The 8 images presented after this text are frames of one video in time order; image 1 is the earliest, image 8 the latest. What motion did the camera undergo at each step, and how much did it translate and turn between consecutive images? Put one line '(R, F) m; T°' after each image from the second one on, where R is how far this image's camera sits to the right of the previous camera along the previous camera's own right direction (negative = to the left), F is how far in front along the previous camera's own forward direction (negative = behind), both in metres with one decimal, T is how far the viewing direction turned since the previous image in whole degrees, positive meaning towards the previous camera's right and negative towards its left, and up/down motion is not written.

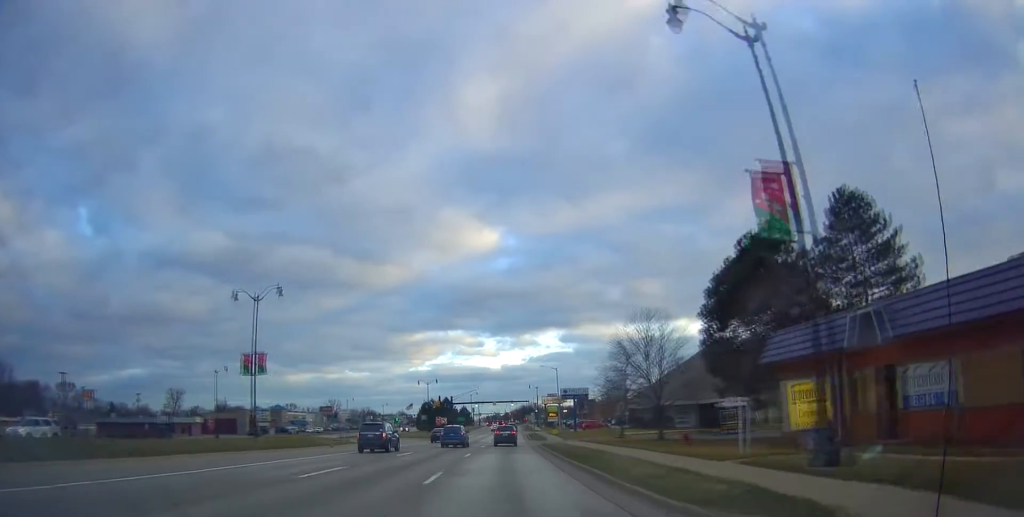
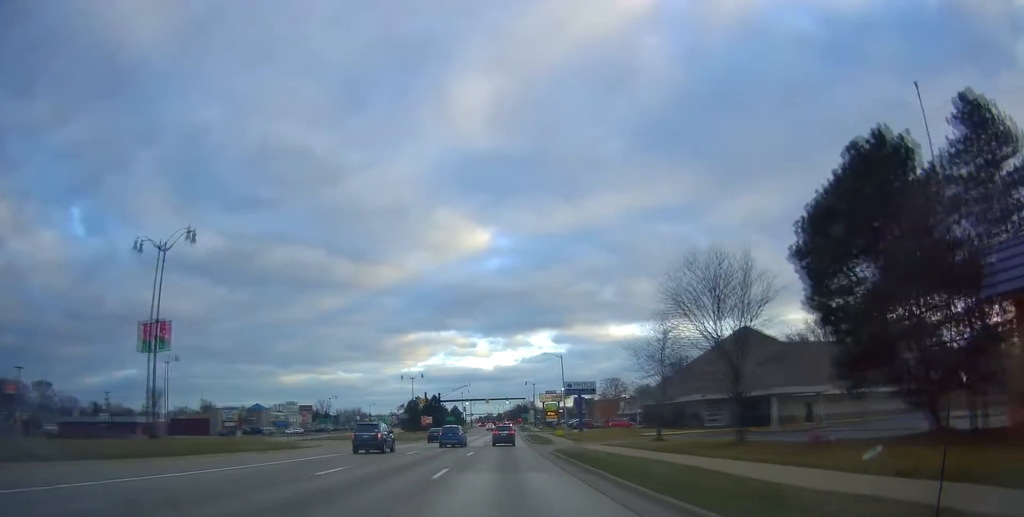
(0.0, +13.3) m; 0°
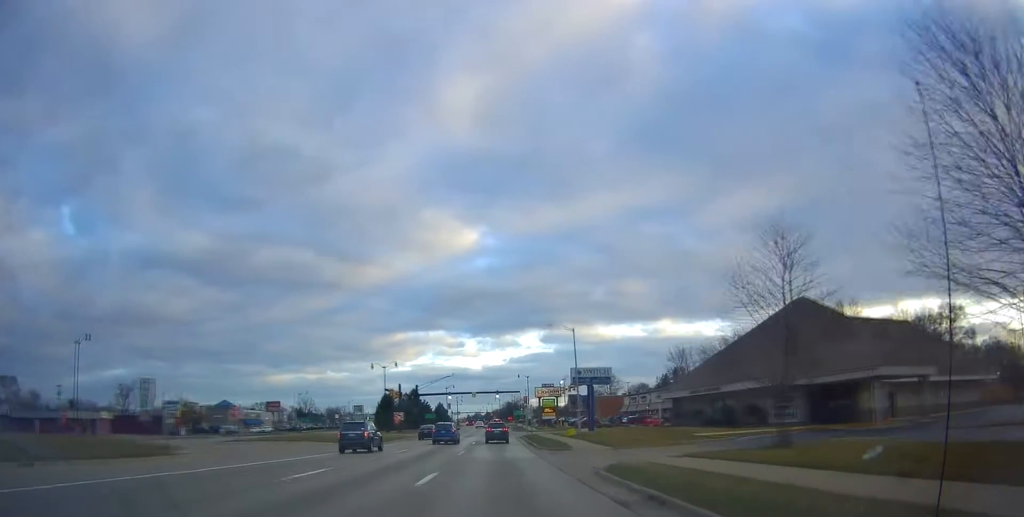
(+0.1, +18.1) m; +1°
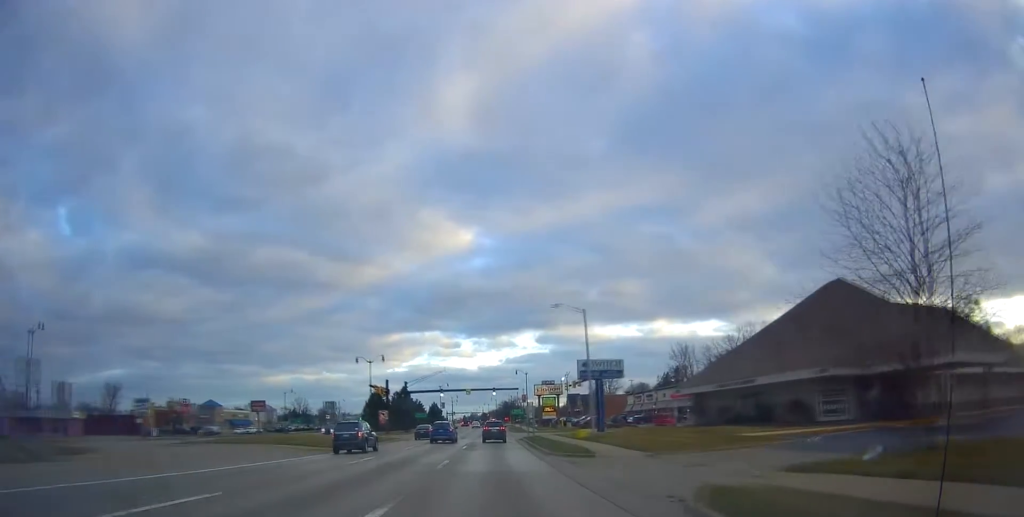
(+0.2, +7.9) m; 0°
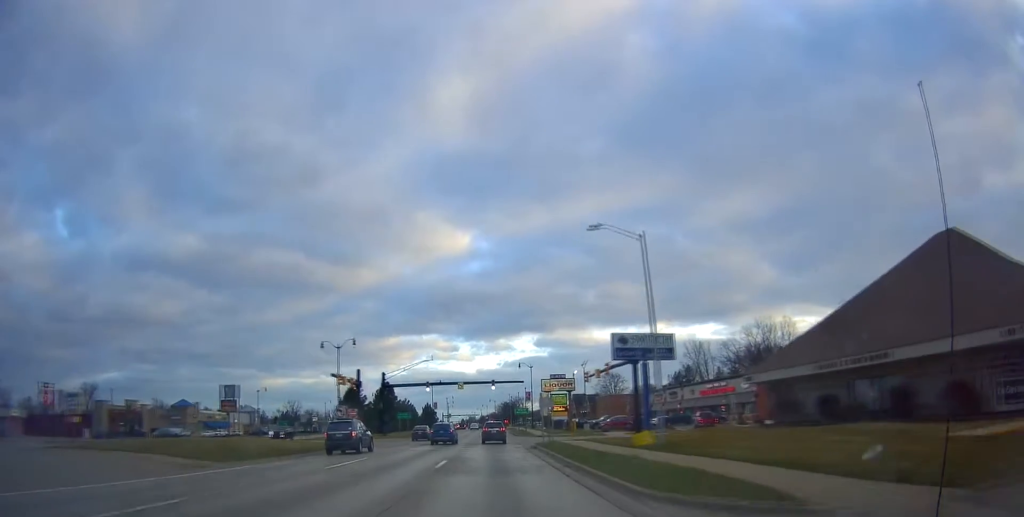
(-0.2, +17.2) m; +1°
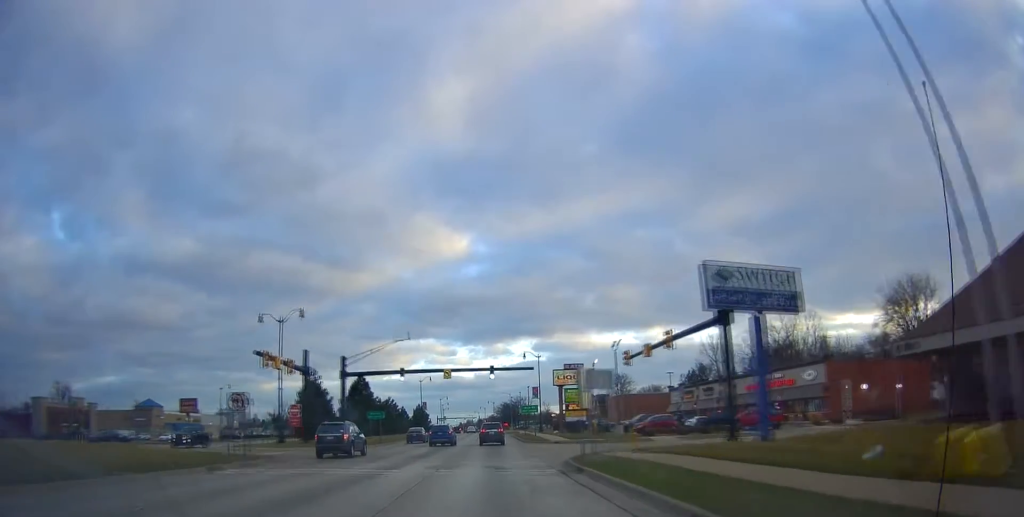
(+0.4, +18.4) m; 0°
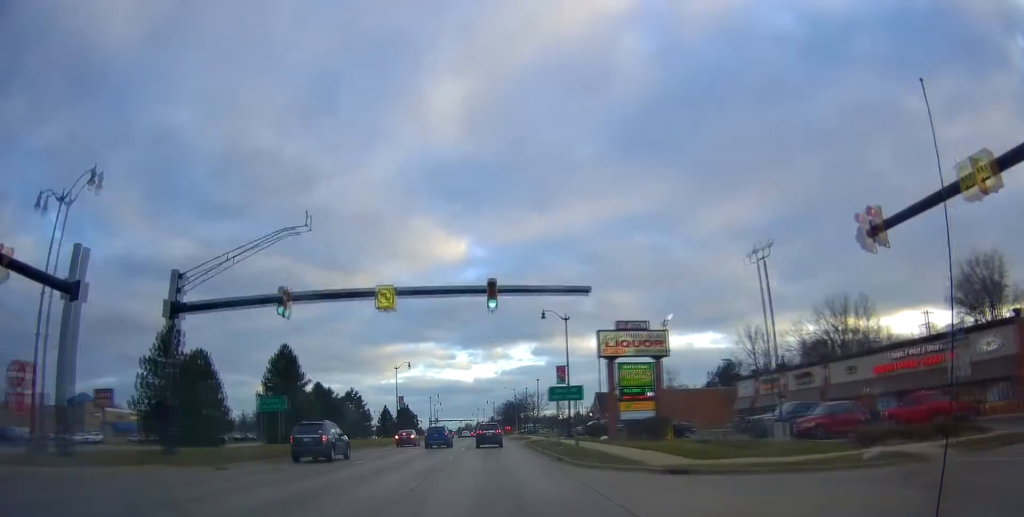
(-0.4, +28.9) m; 0°
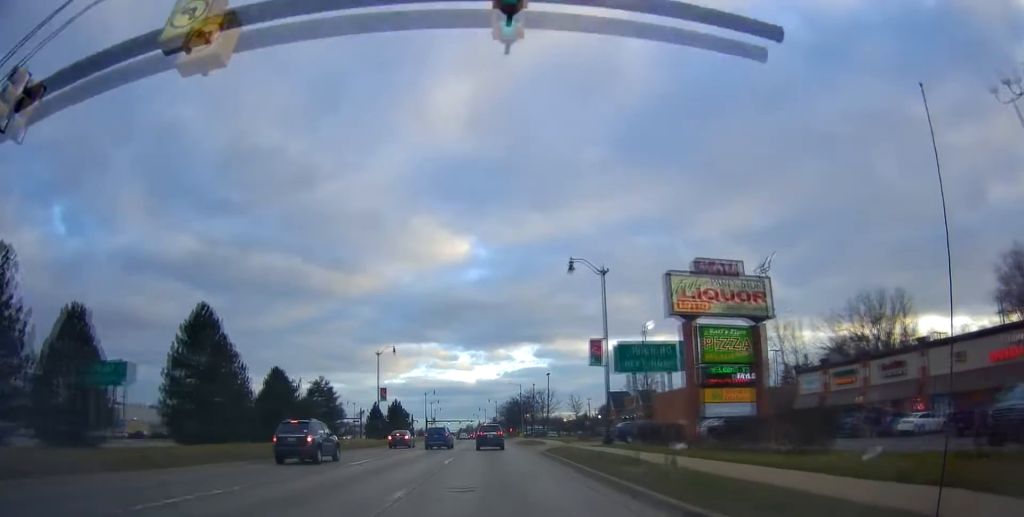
(+0.5, +15.3) m; +1°
